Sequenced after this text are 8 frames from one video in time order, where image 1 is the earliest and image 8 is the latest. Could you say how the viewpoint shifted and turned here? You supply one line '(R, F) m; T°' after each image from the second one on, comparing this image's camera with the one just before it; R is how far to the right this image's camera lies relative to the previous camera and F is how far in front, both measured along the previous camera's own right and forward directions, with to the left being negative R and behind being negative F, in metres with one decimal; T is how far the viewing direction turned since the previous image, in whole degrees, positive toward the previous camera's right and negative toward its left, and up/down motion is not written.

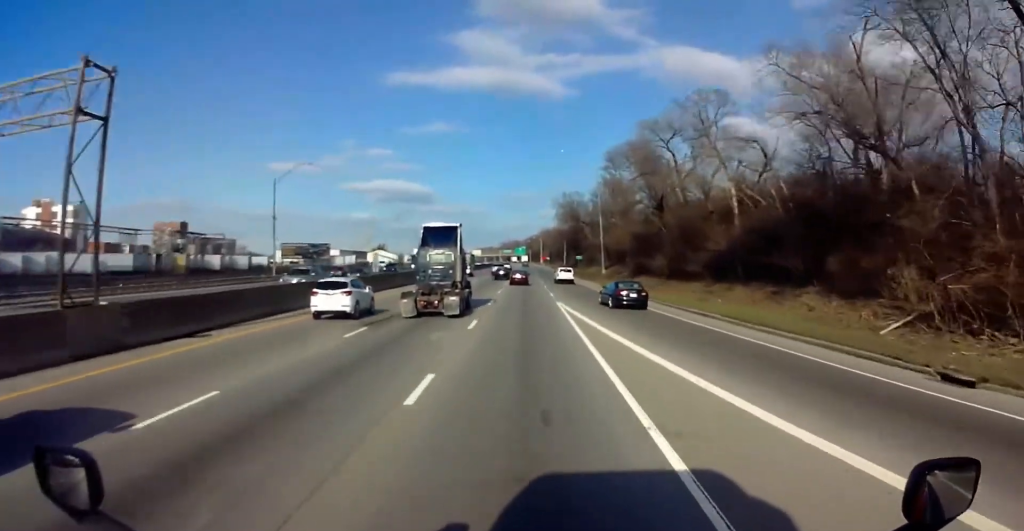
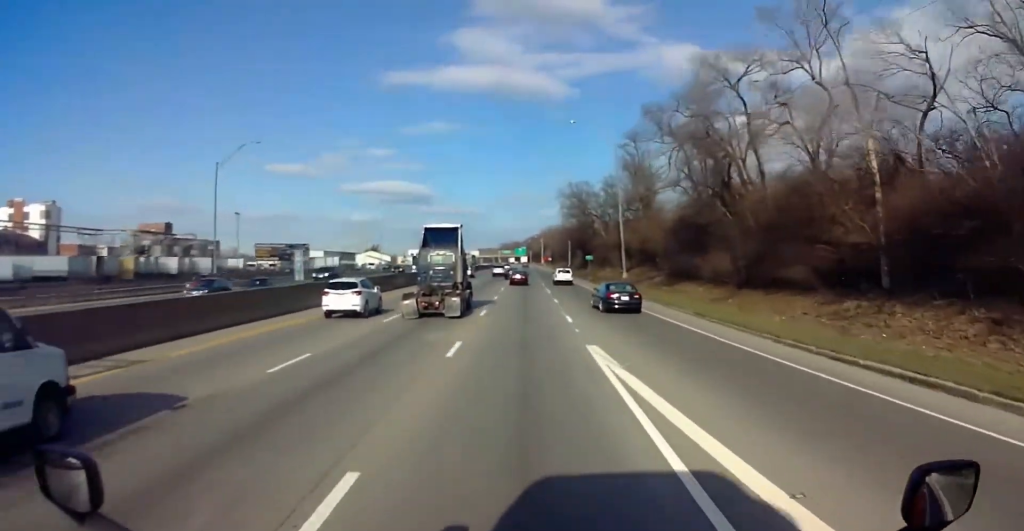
(-0.4, +18.5) m; 0°
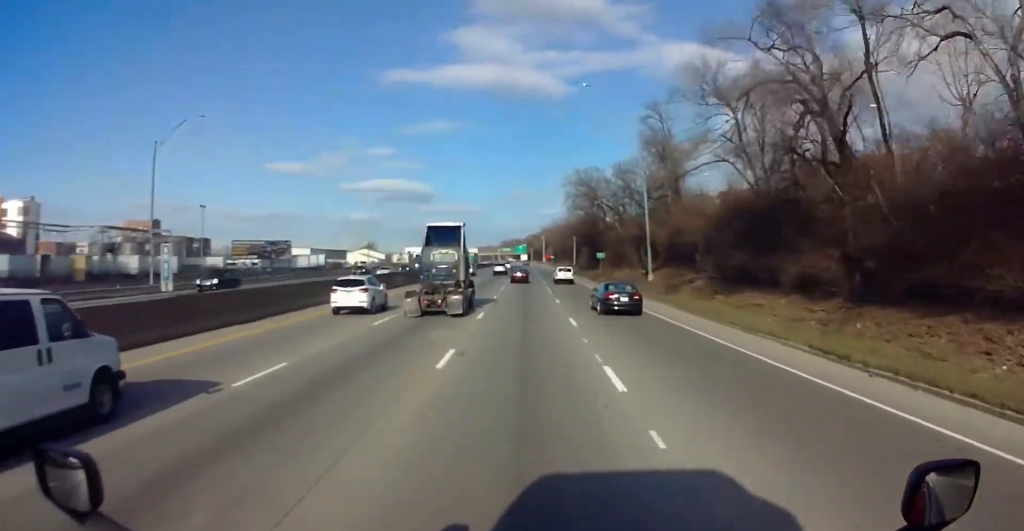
(-0.1, +14.1) m; 0°
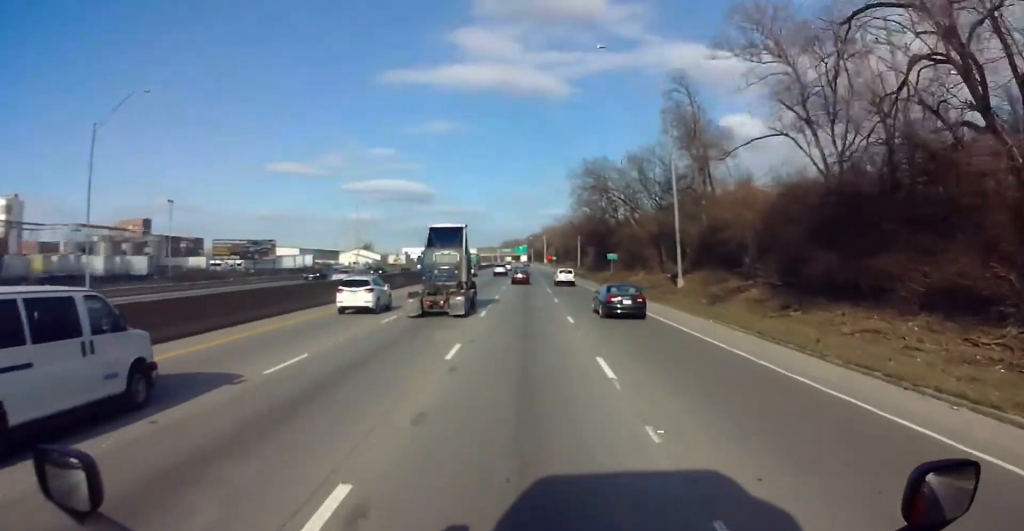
(+0.2, +10.5) m; +1°
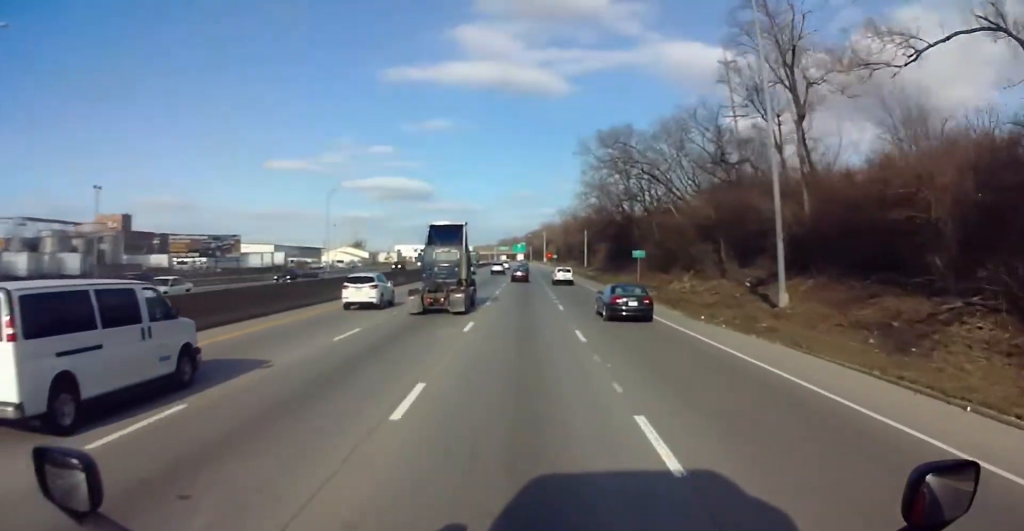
(+0.2, +18.4) m; 0°
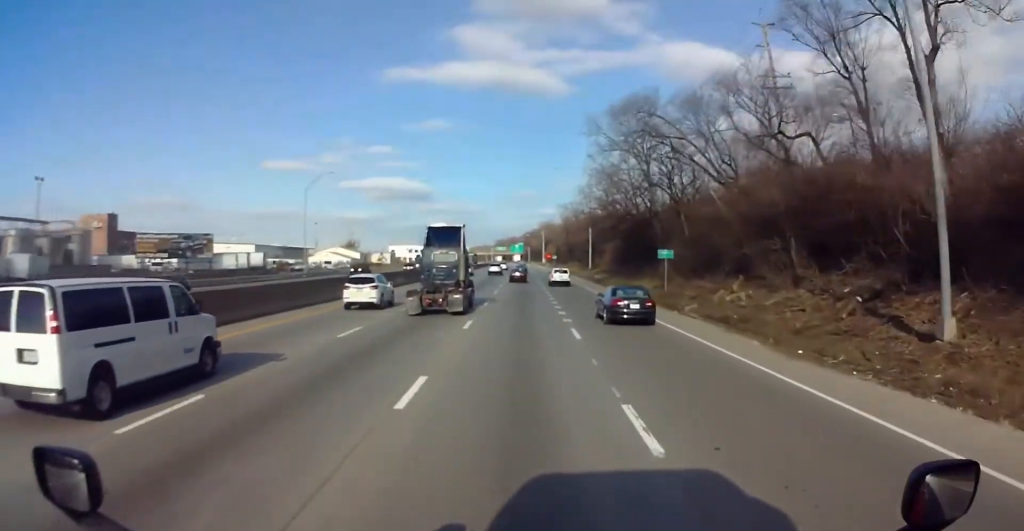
(0.0, +11.4) m; 0°
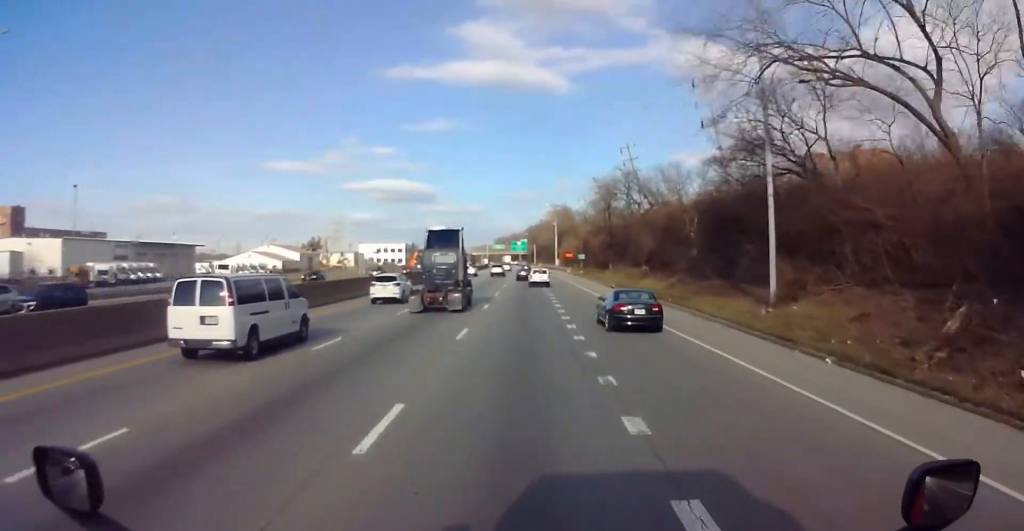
(-1.0, +75.1) m; -1°
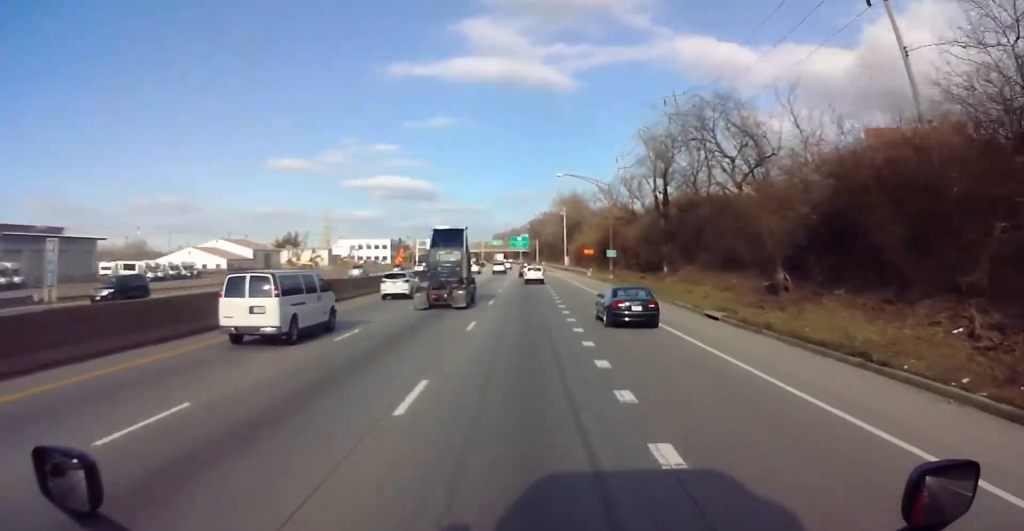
(-0.1, +34.7) m; 0°
